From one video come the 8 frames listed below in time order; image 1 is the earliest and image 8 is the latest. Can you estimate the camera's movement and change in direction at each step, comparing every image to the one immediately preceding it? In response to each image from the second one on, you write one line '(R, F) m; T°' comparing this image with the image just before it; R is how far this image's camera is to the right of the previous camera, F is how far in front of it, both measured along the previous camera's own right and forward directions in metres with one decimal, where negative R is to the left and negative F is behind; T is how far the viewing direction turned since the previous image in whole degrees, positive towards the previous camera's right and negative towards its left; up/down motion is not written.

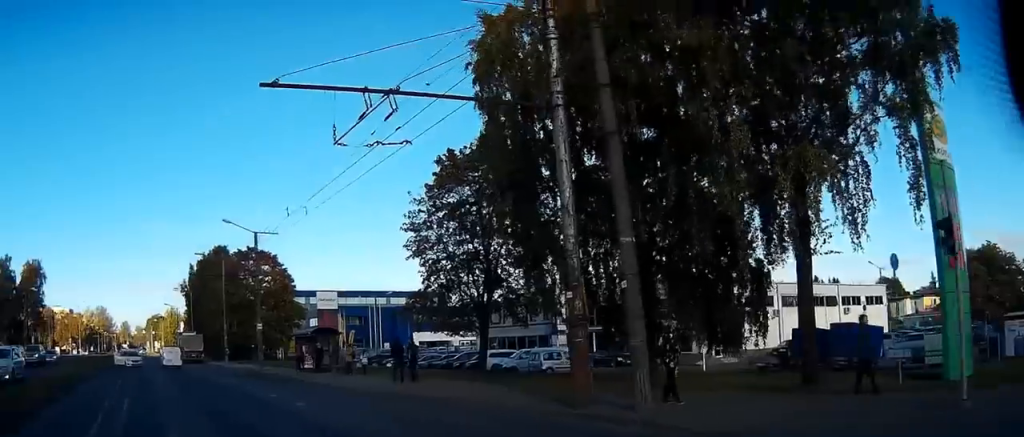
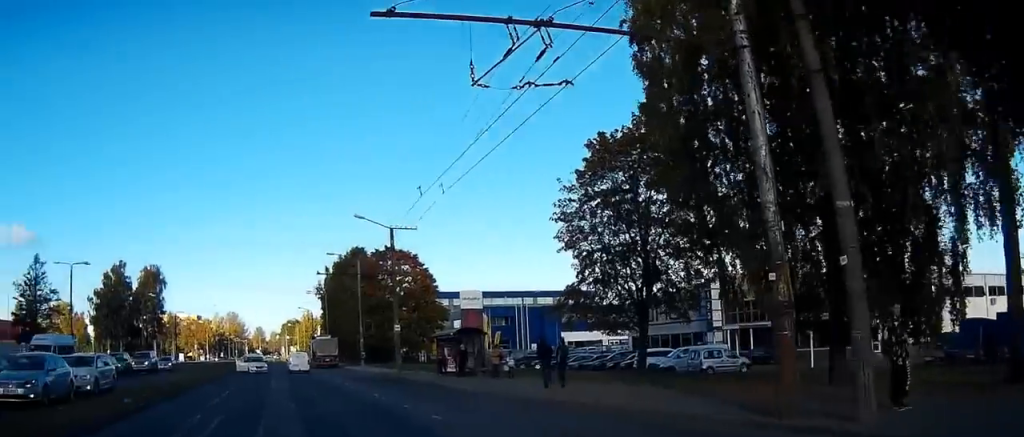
(-0.6, +3.4) m; -8°
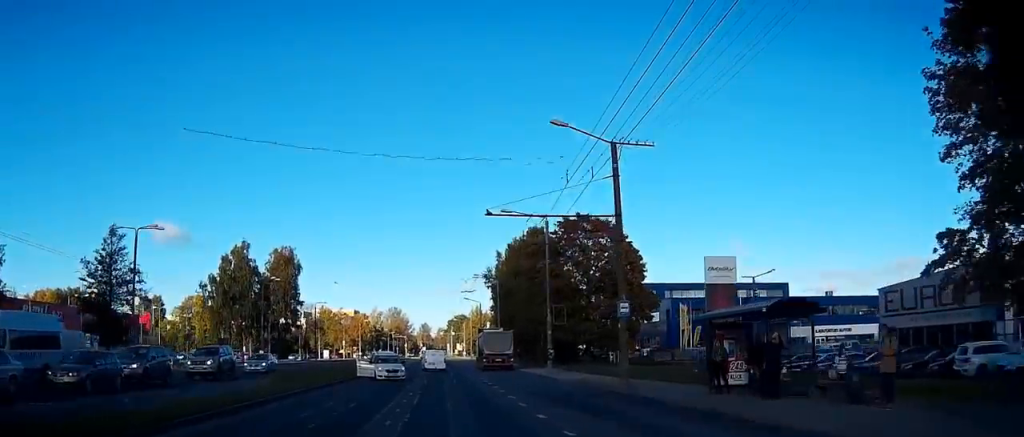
(-4.8, +19.6) m; -18°
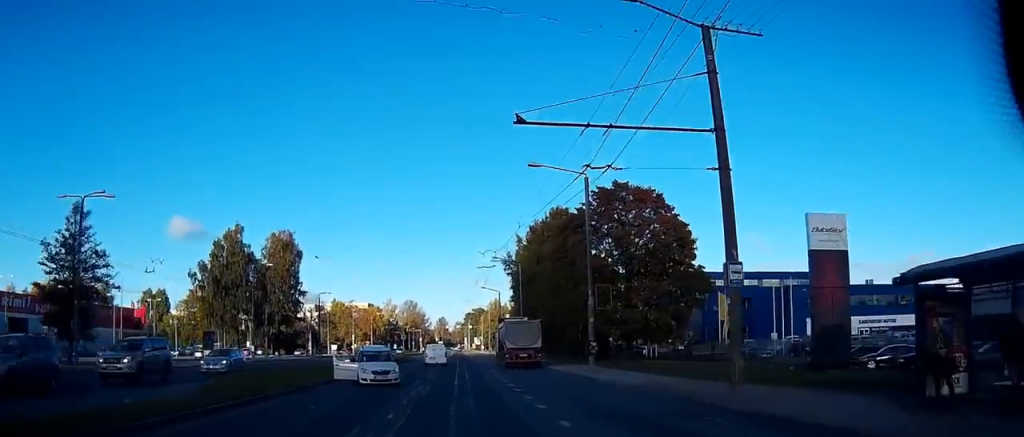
(-0.1, +11.5) m; 0°
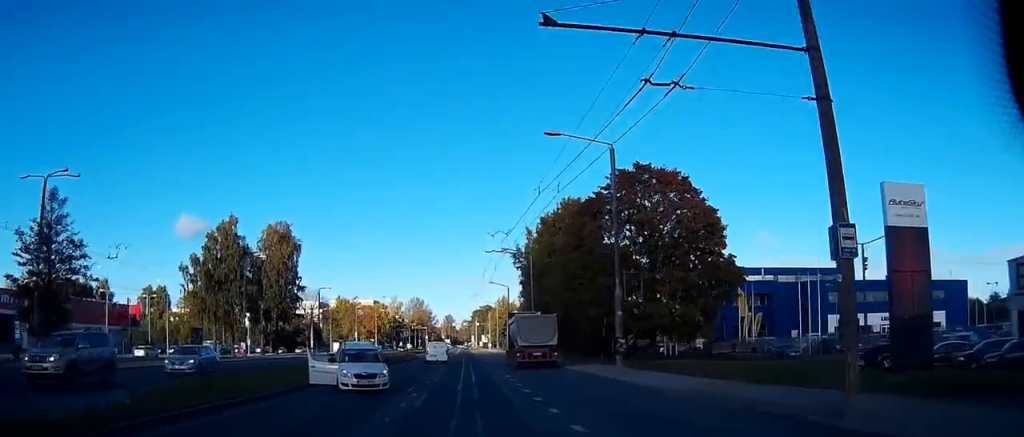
(0.0, +6.1) m; 0°
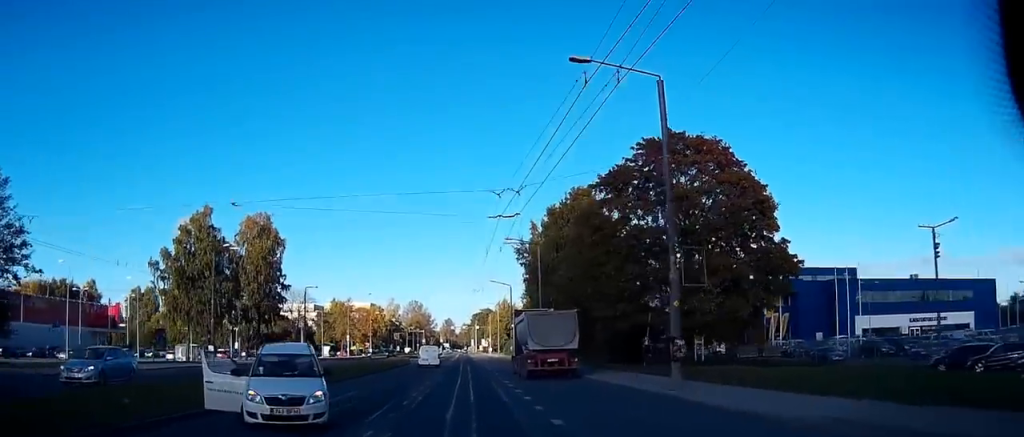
(0.0, +10.7) m; 0°
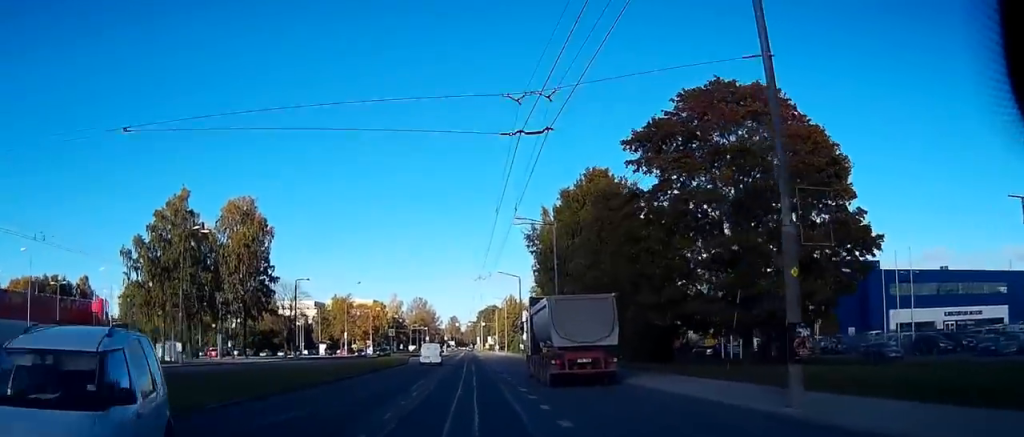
(0.0, +10.5) m; -1°
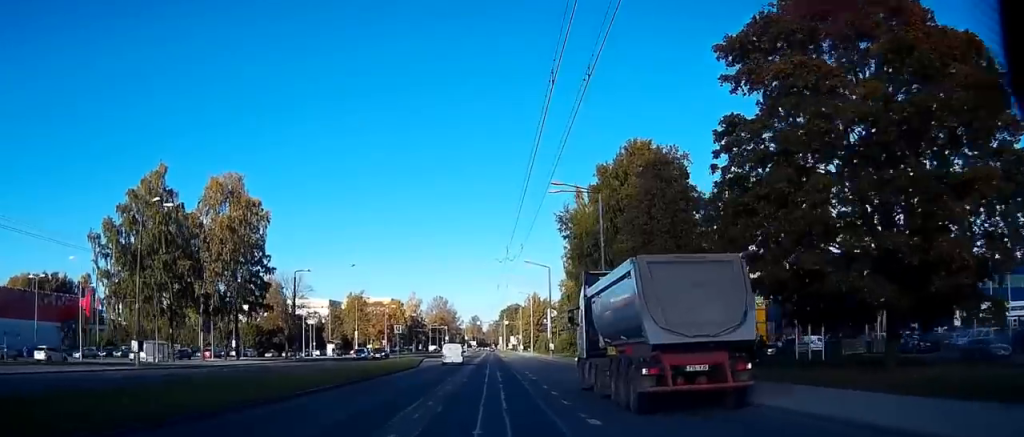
(-0.2, +15.0) m; -1°
